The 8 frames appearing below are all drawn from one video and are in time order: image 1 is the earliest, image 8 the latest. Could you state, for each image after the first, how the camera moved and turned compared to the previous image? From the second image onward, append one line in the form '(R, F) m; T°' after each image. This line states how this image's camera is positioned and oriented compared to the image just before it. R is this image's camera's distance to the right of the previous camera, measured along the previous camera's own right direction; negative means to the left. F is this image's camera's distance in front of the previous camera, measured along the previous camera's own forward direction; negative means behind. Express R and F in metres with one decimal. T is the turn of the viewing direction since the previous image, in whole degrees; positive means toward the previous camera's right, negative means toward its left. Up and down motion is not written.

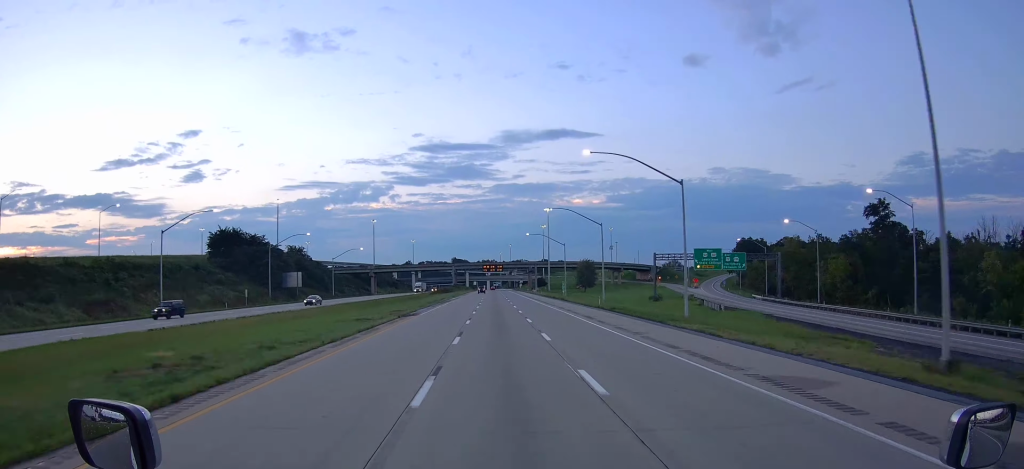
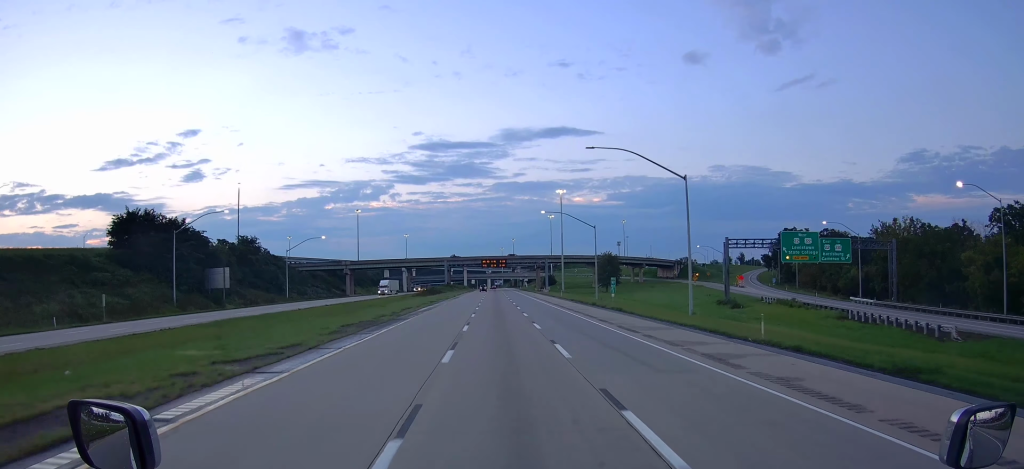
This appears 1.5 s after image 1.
(+0.2, +42.4) m; 0°
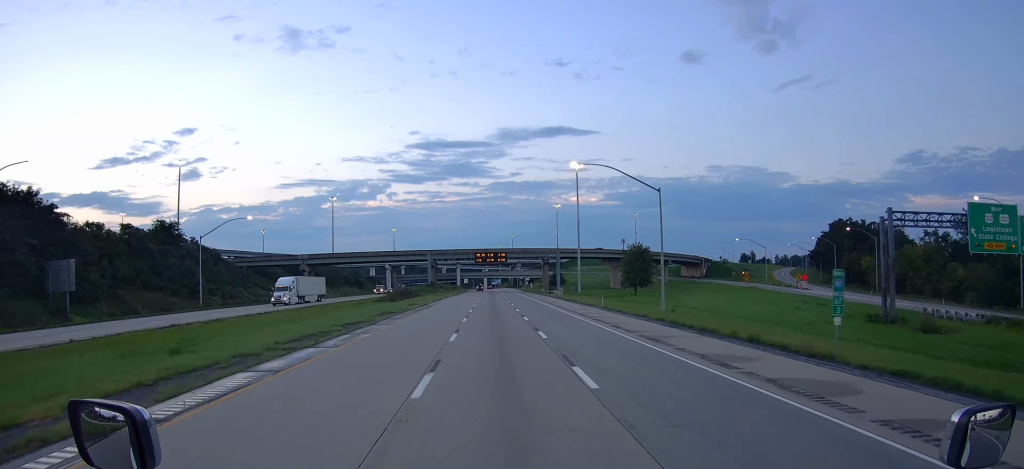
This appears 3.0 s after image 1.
(0.0, +42.3) m; 0°
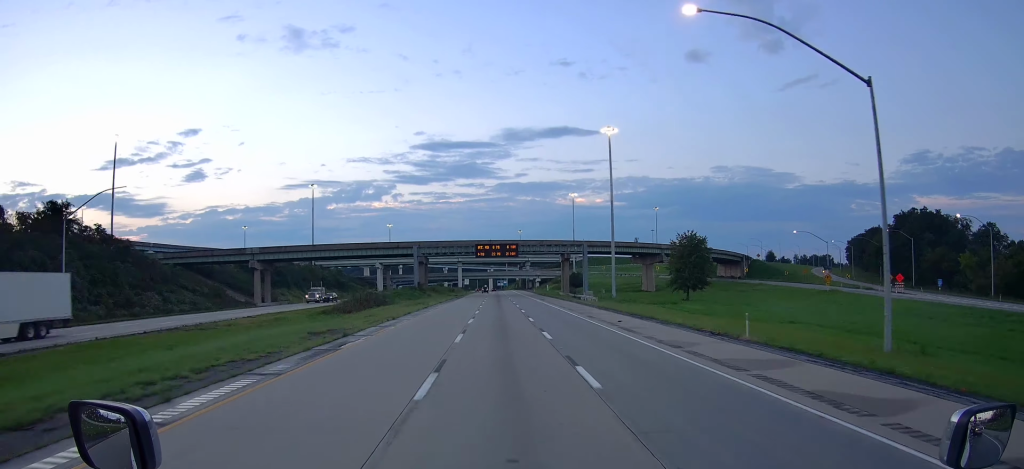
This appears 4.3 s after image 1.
(0.0, +36.7) m; 0°
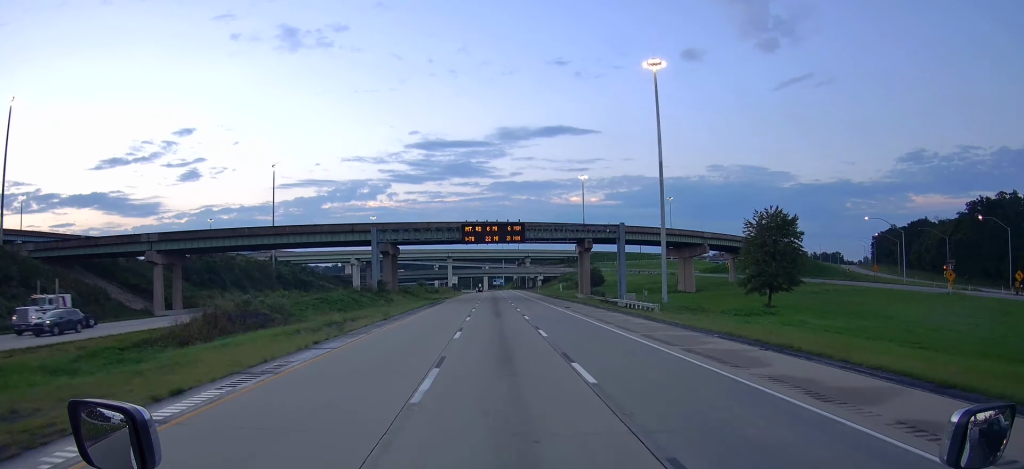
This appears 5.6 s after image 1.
(0.0, +36.5) m; 0°
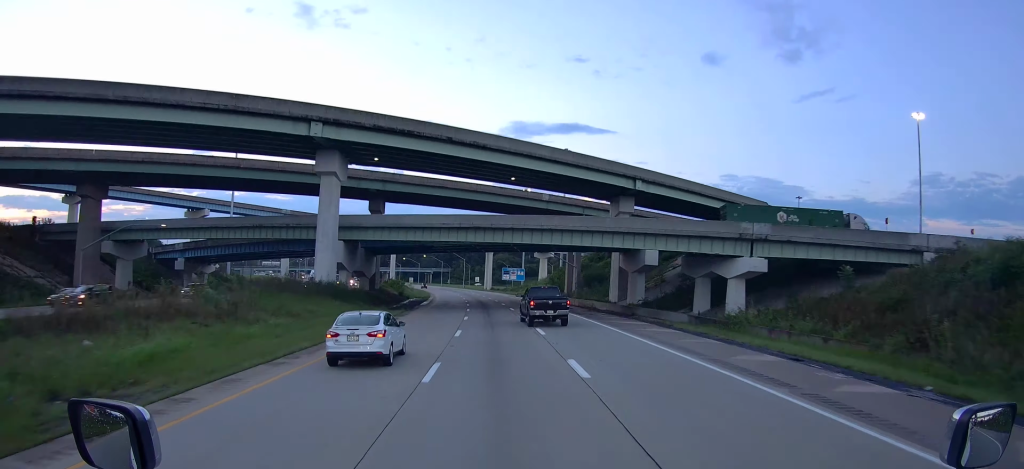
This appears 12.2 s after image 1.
(+0.2, +184.4) m; -1°
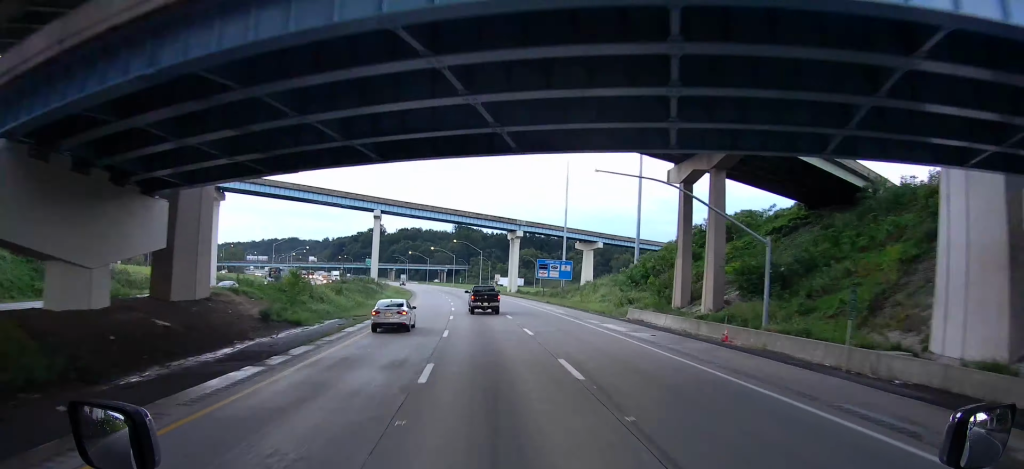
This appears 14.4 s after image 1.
(-0.3, +61.1) m; -2°
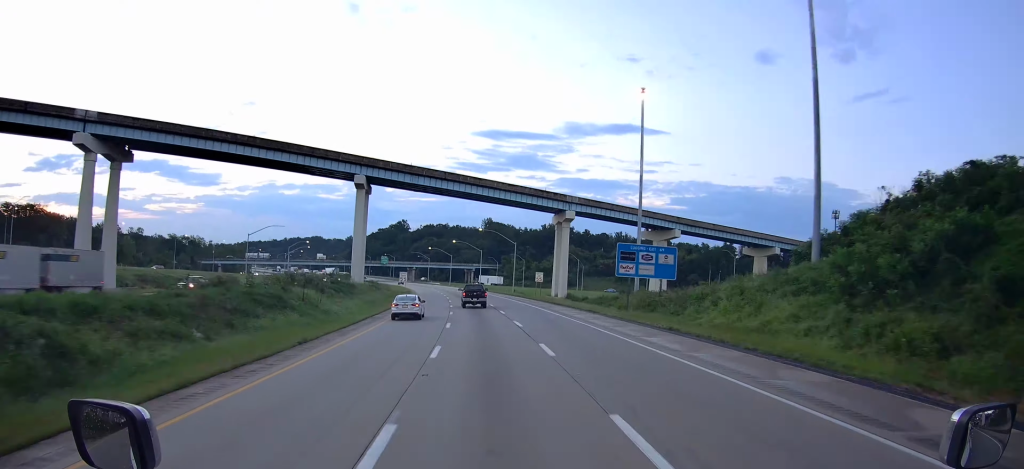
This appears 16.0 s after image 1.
(-1.0, +44.2) m; -3°
